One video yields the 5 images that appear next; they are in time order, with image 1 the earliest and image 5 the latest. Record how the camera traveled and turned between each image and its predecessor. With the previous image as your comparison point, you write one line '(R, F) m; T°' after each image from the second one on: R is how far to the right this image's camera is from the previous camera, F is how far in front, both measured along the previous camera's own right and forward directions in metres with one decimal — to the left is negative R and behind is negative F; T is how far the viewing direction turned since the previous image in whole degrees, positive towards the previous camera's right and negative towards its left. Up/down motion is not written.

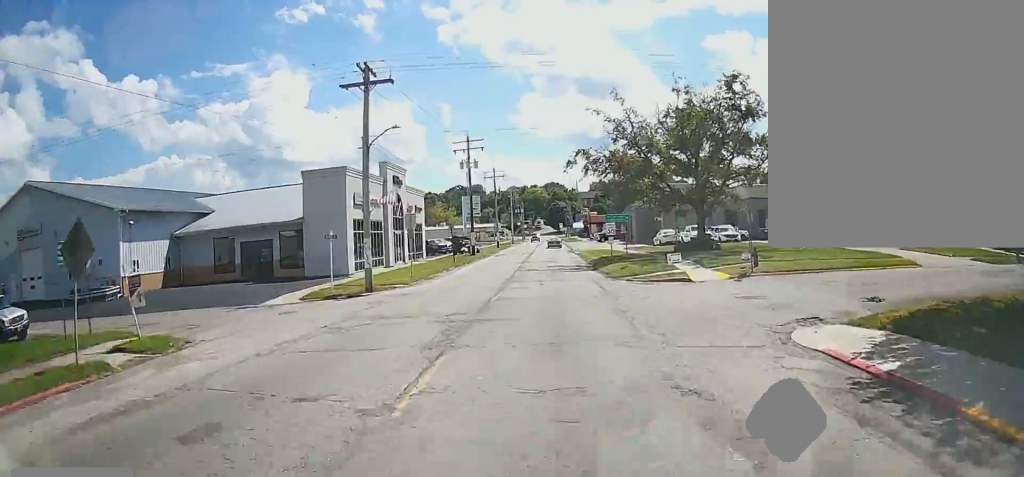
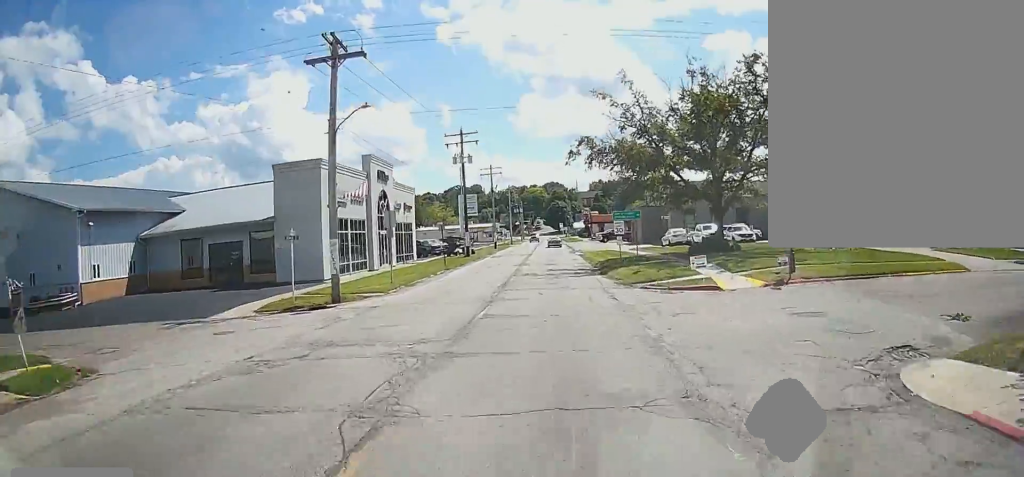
(0.0, +4.3) m; -1°
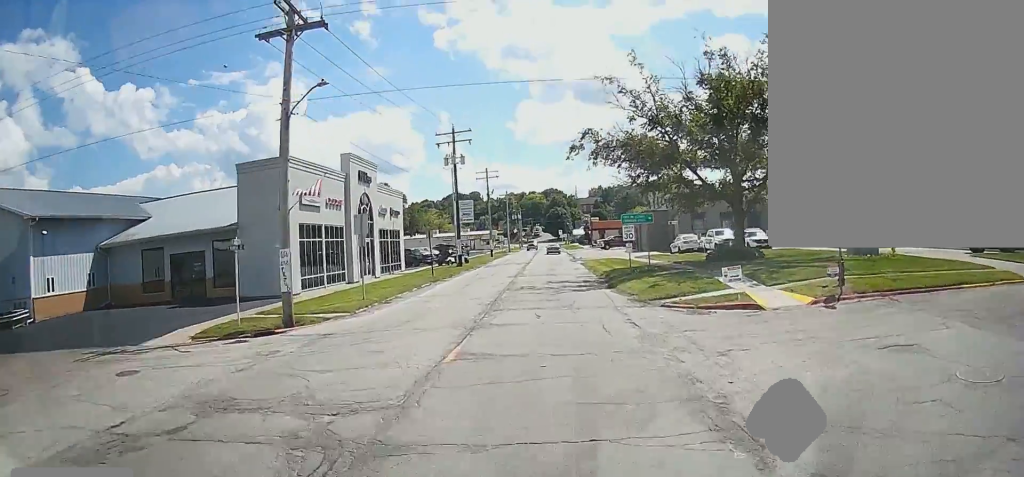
(-0.1, +4.2) m; -1°
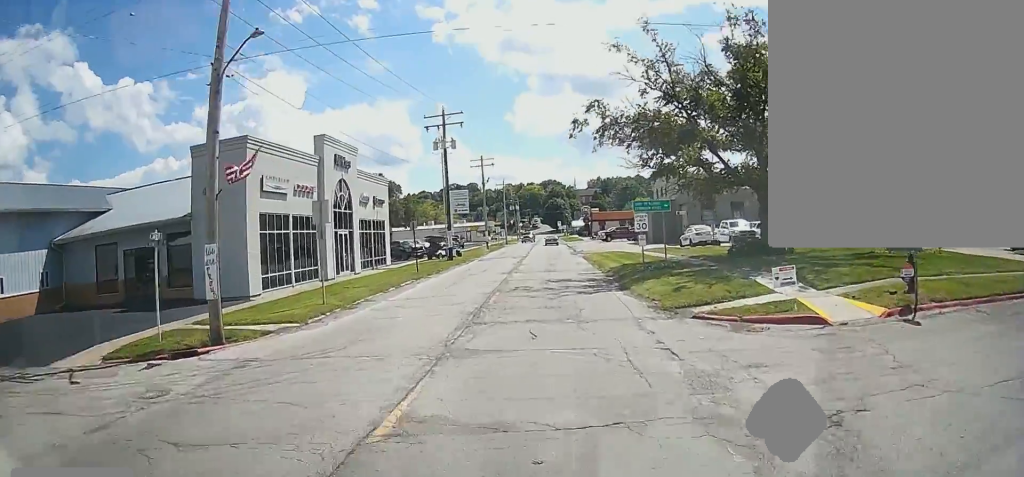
(-0.1, +4.2) m; -1°
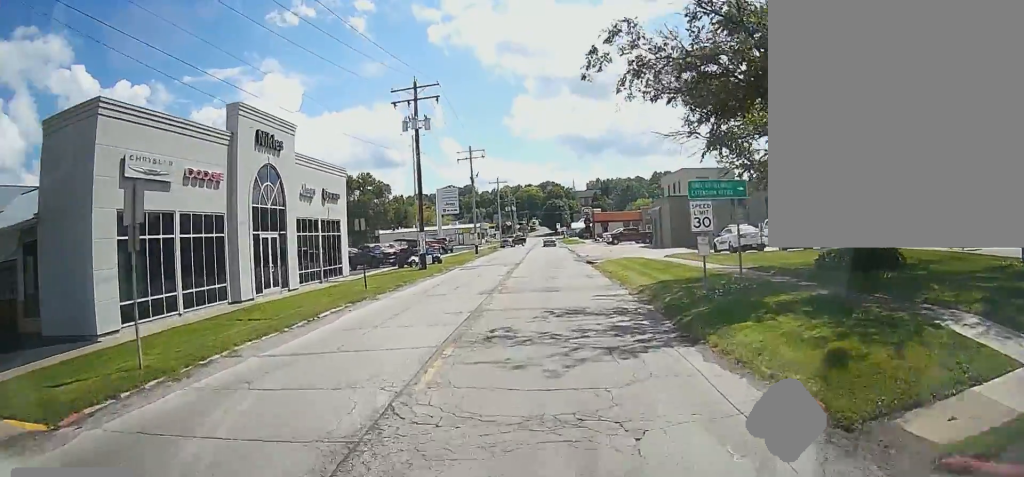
(0.0, +9.6) m; +1°
